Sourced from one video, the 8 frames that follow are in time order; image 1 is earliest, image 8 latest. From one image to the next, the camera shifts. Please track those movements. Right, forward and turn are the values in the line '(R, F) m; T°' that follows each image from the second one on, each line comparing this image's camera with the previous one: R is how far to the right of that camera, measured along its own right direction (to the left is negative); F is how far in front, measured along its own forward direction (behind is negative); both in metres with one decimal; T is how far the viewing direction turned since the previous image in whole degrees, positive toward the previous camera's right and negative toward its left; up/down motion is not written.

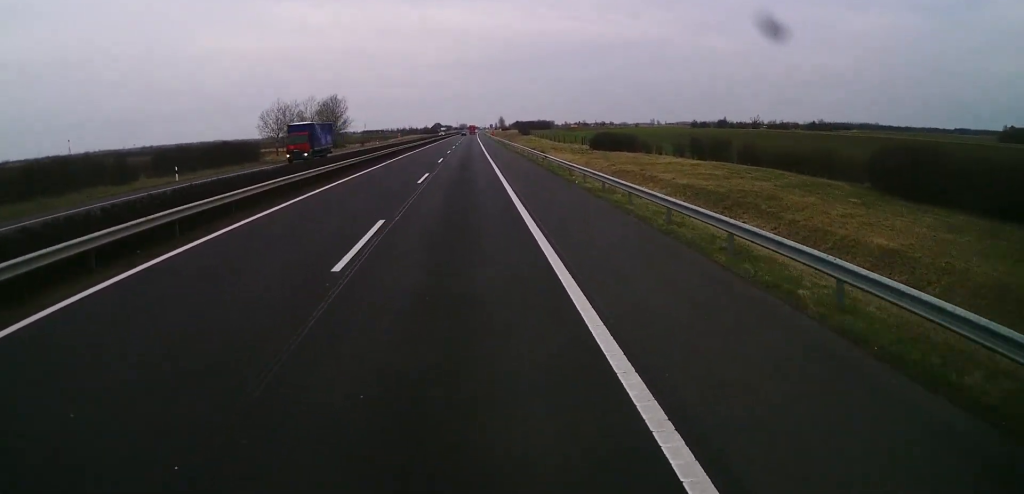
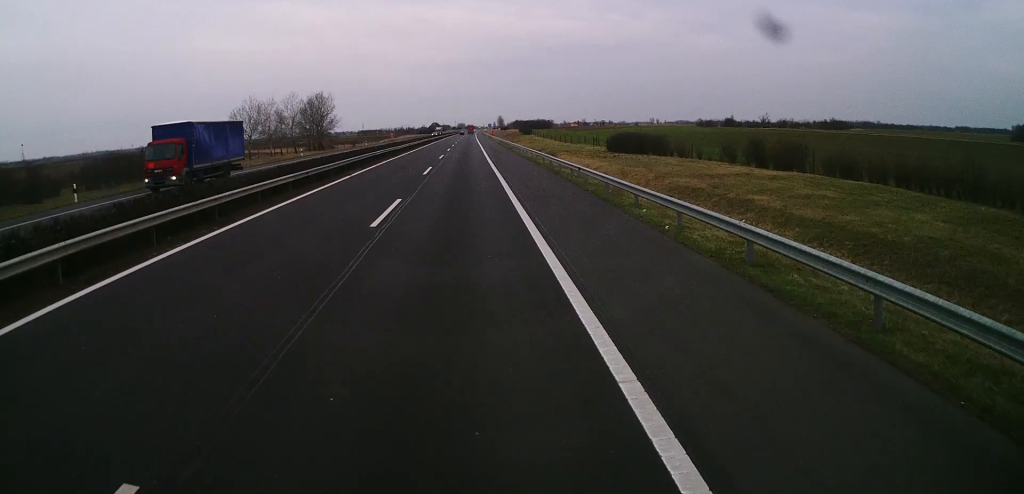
(0.0, +13.1) m; 0°
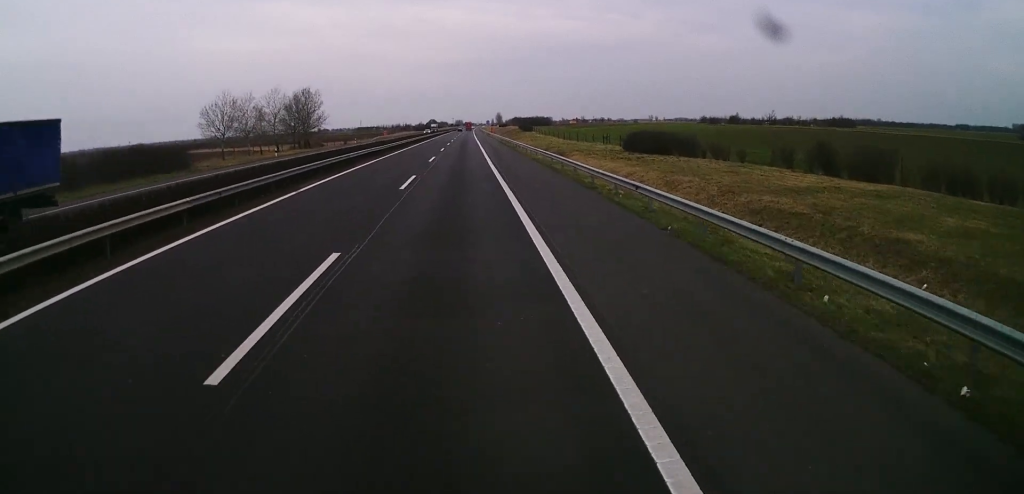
(0.0, +10.0) m; 0°
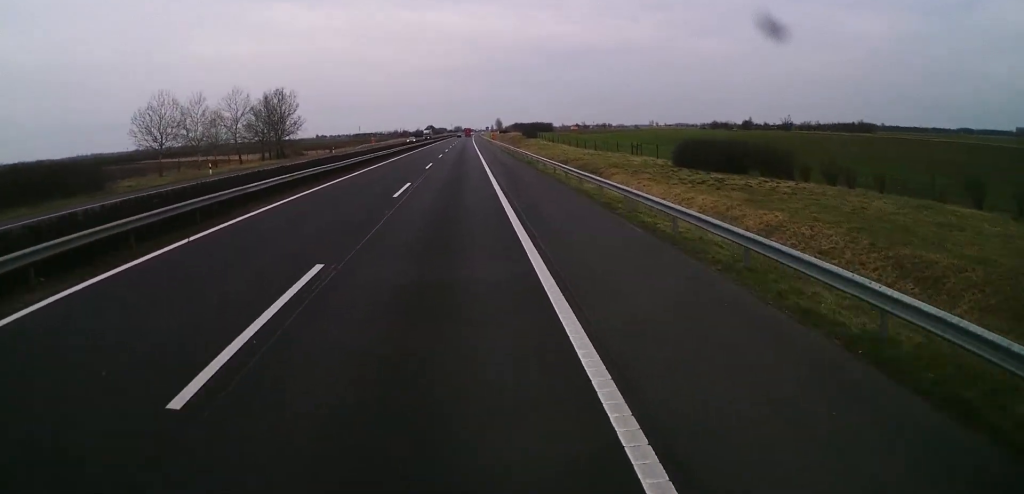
(0.0, +18.6) m; 0°
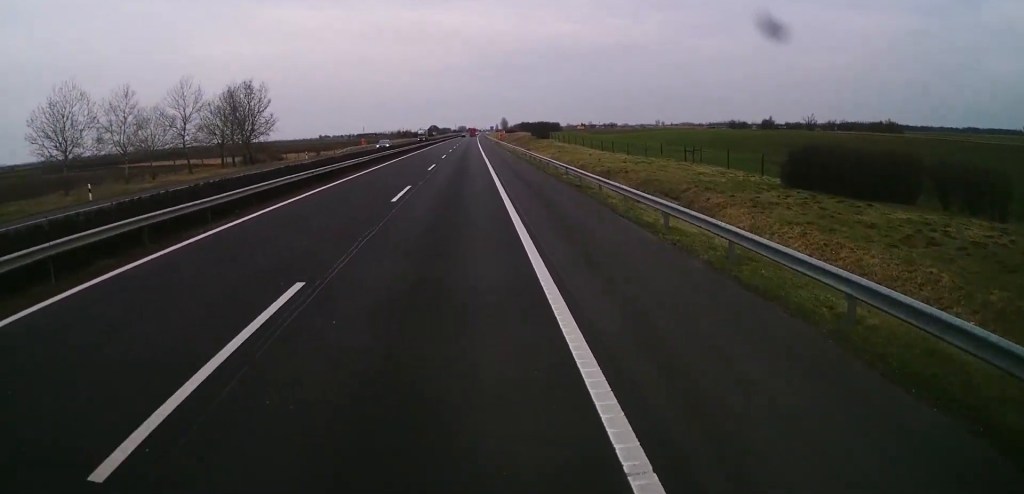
(+0.1, +19.4) m; 0°
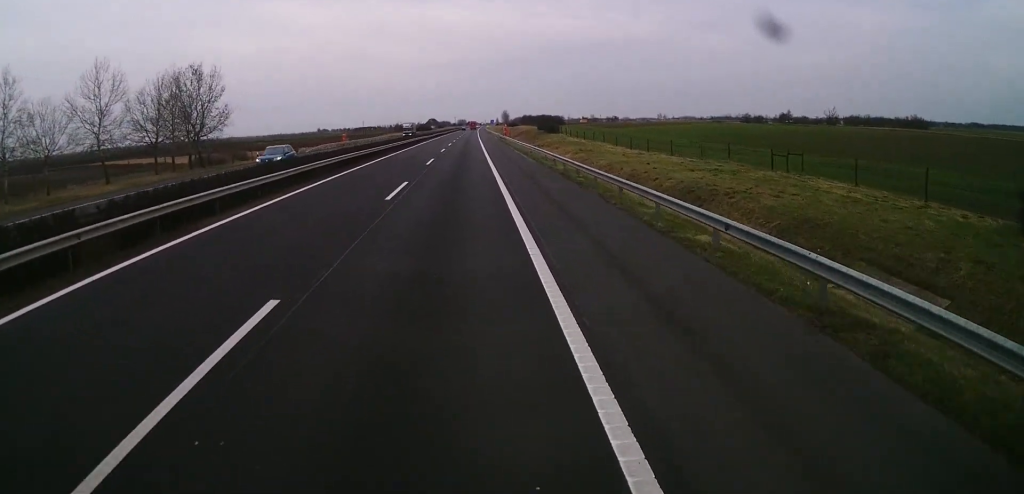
(+0.2, +19.5) m; 0°
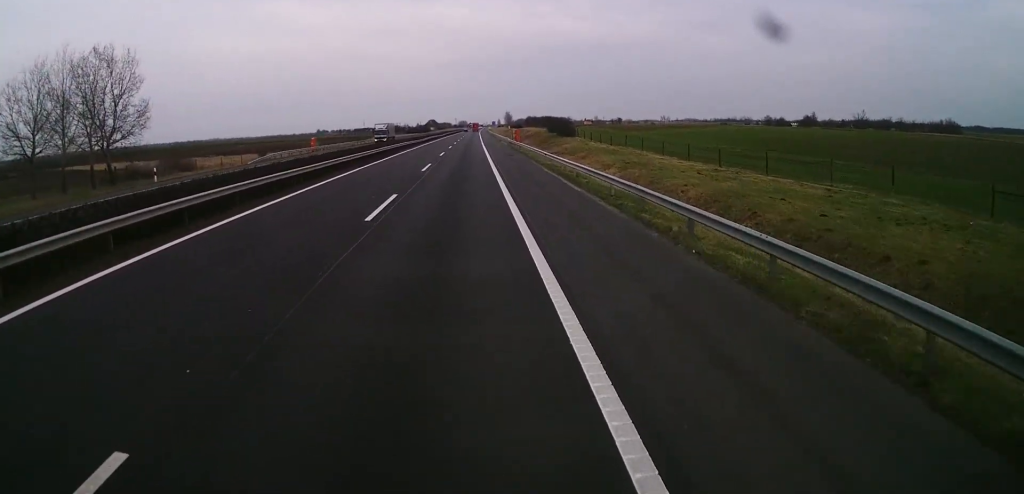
(-0.2, +22.8) m; 0°
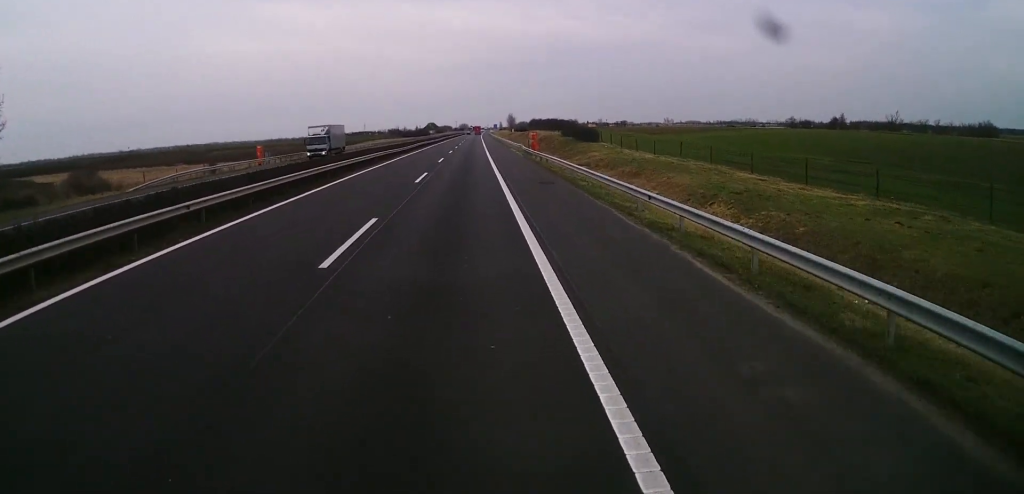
(+0.4, +24.0) m; 0°
